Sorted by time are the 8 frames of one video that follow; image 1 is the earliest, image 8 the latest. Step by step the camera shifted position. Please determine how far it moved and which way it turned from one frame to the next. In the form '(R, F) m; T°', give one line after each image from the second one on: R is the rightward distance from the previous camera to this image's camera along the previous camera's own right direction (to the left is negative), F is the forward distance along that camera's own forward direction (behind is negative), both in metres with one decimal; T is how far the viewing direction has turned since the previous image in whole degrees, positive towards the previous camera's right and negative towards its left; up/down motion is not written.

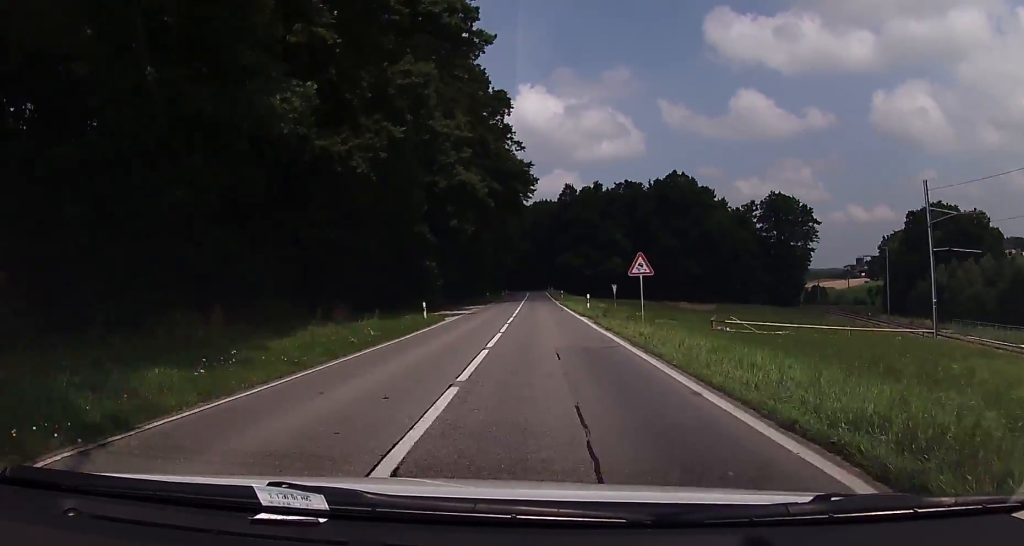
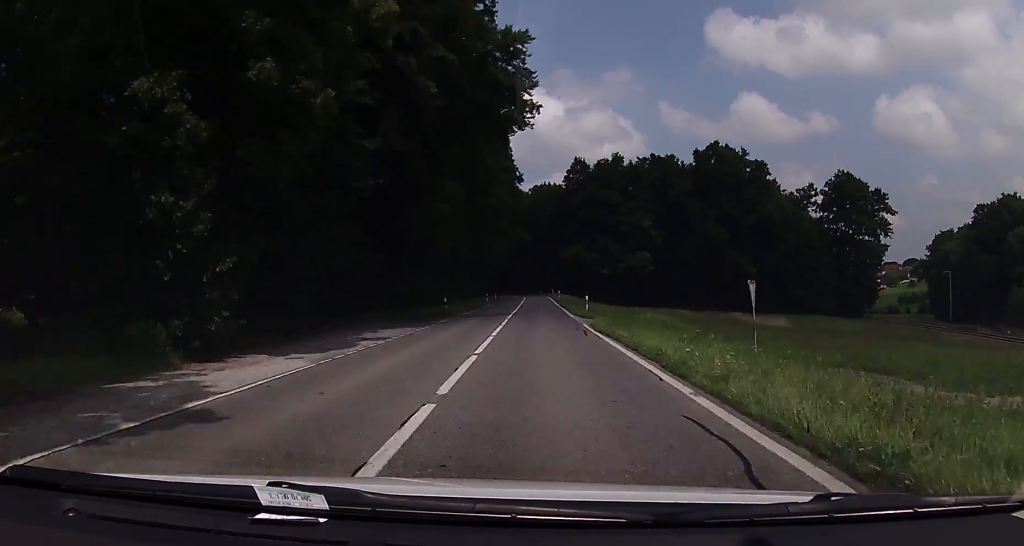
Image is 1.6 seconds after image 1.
(0.0, +36.3) m; 0°
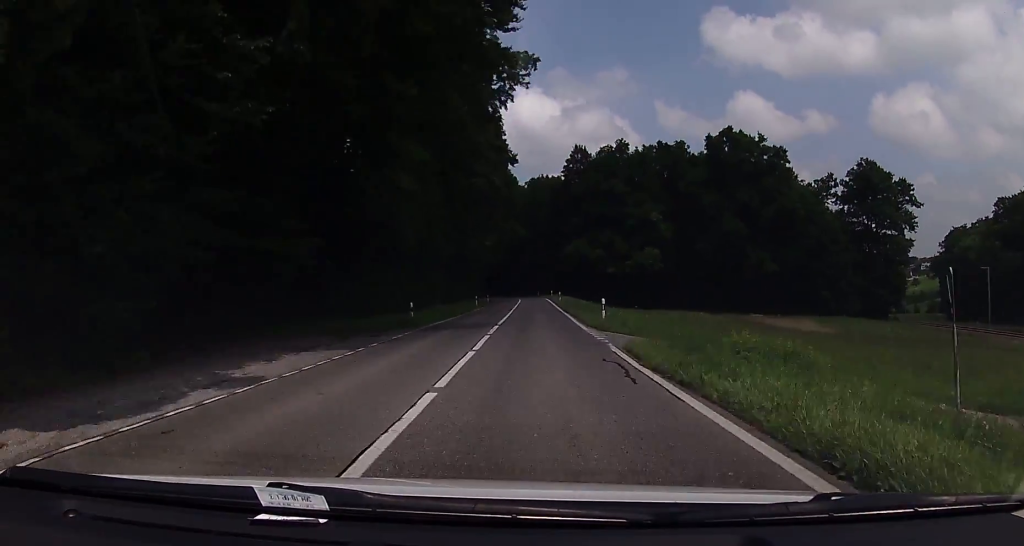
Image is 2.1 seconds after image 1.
(+0.1, +10.5) m; 0°
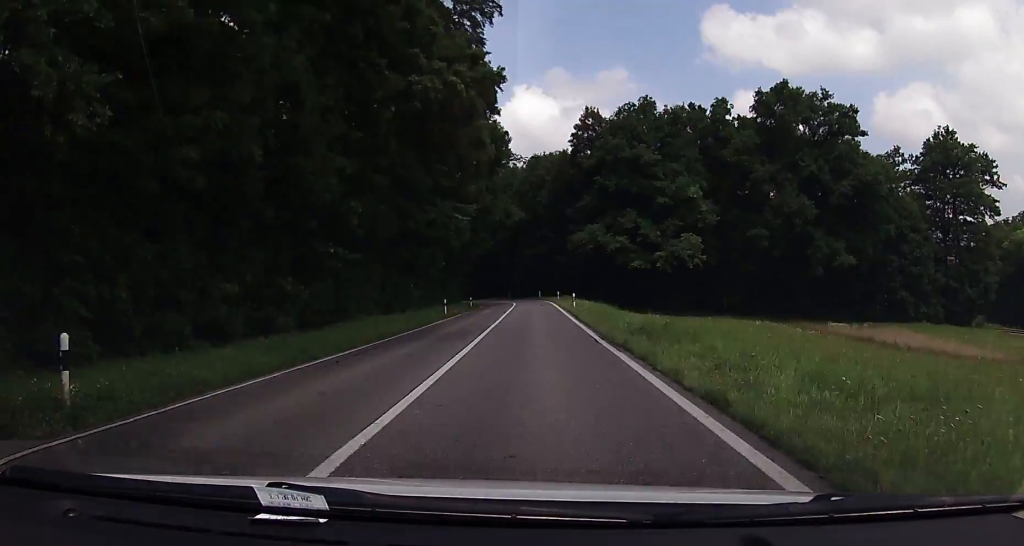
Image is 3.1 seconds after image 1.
(-0.1, +24.2) m; 0°
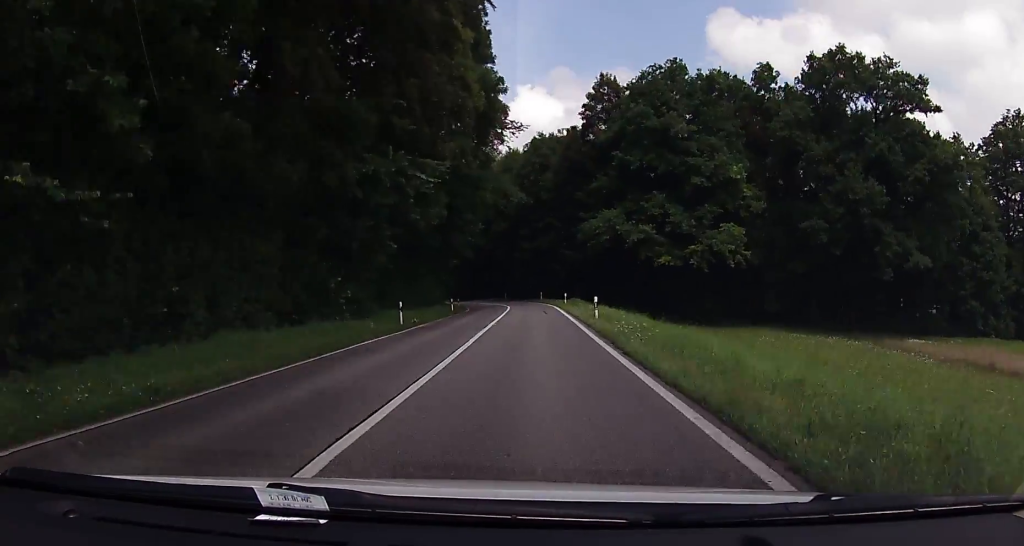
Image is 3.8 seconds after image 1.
(+0.1, +15.0) m; -1°
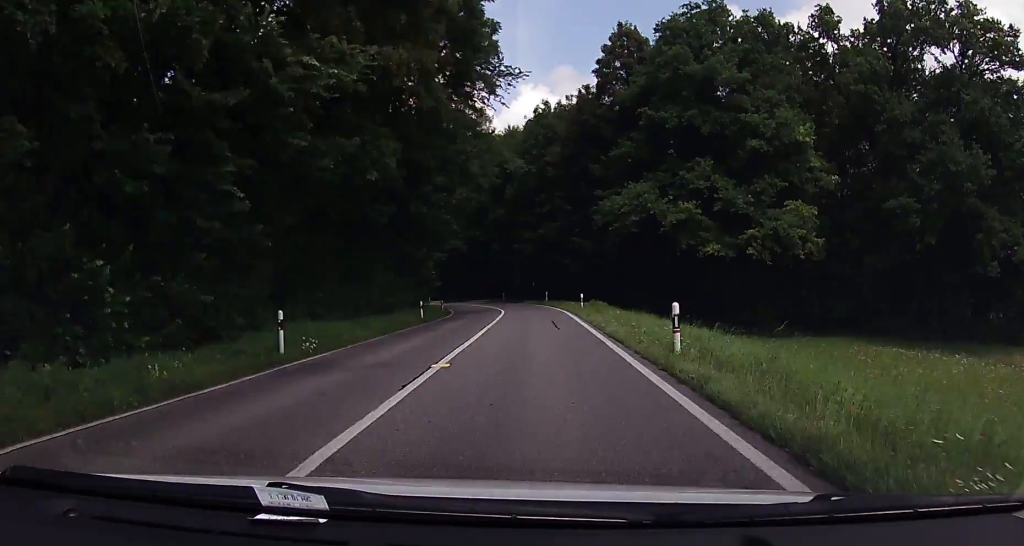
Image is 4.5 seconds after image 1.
(0.0, +15.0) m; -1°
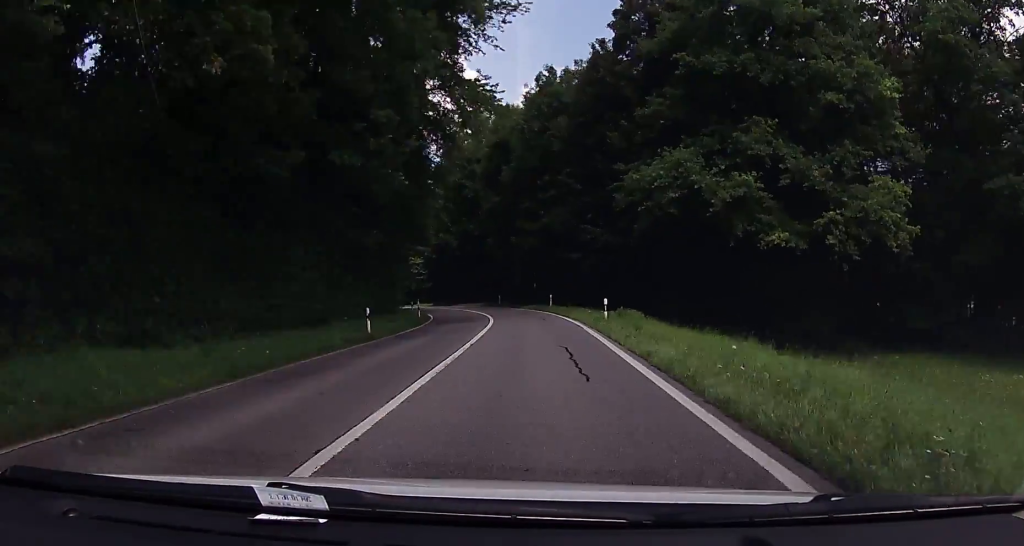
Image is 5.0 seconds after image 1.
(-0.2, +12.0) m; 0°
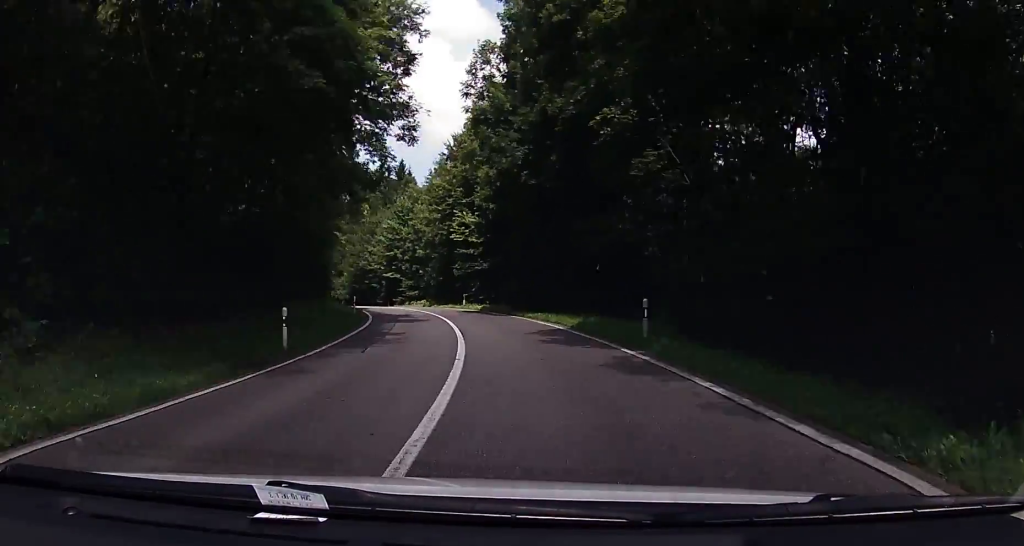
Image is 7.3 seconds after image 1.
(-2.6, +50.9) m; -9°
